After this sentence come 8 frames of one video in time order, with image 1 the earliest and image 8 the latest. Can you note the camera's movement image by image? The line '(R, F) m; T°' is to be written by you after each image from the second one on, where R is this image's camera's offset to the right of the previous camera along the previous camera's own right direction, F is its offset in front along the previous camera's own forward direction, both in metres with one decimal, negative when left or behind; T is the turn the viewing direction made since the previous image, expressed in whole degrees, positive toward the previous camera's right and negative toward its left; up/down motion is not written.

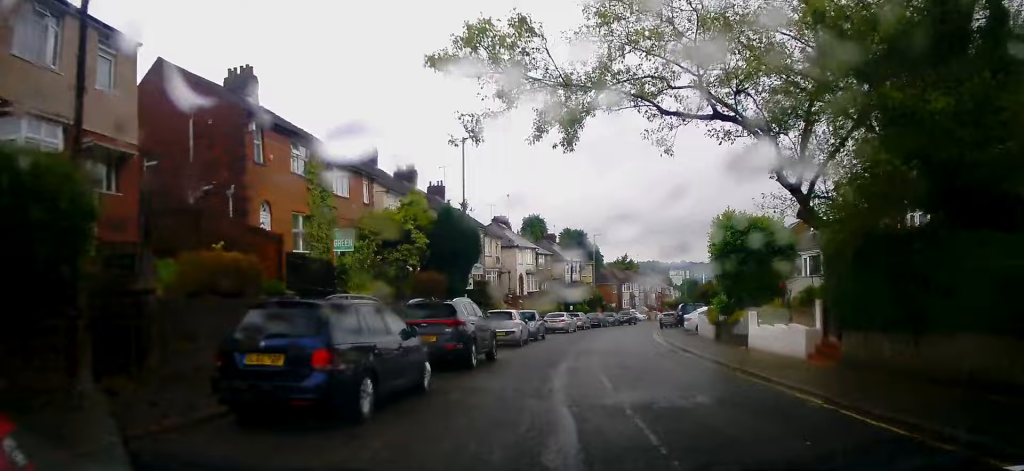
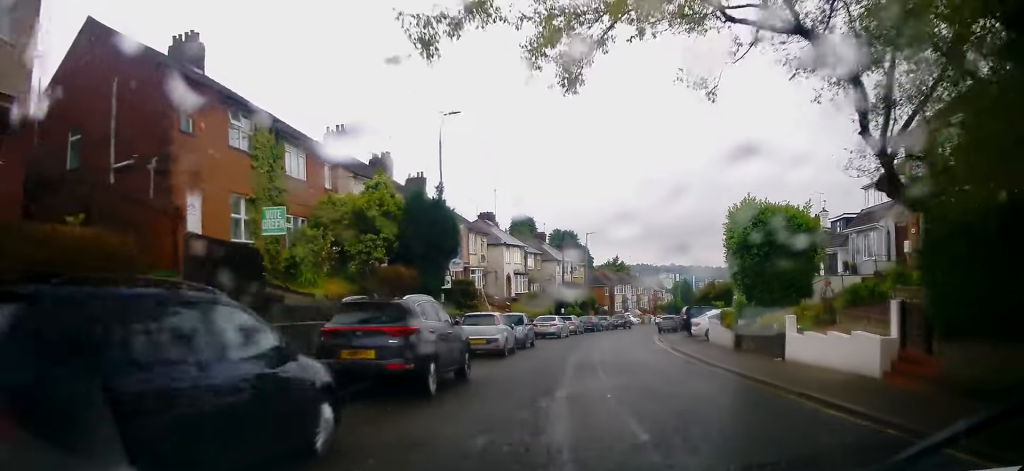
(+0.1, +4.1) m; +2°
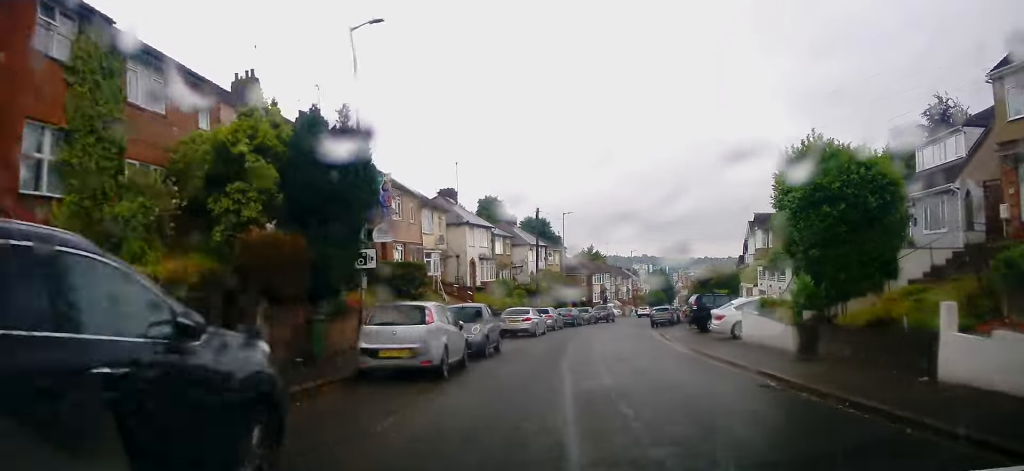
(+0.3, +8.1) m; +3°
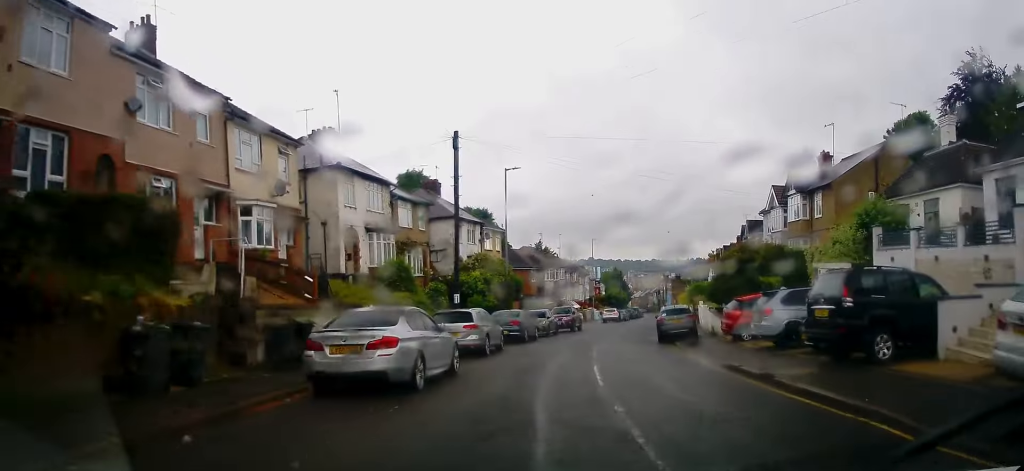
(+0.9, +18.8) m; +4°
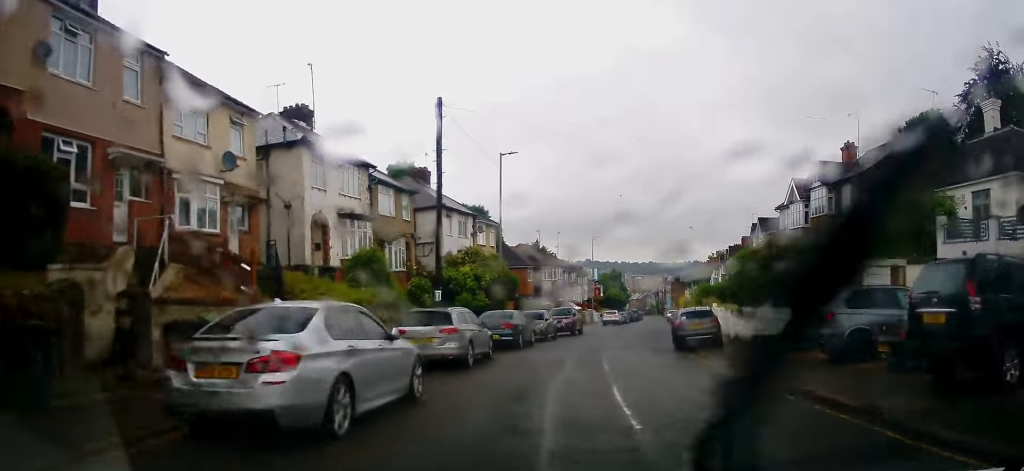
(0.0, +3.9) m; 0°
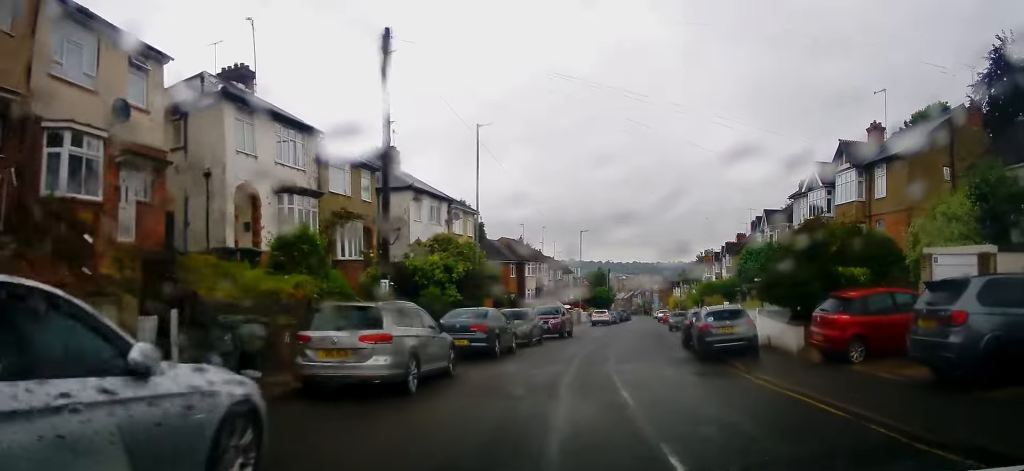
(0.0, +5.1) m; +1°
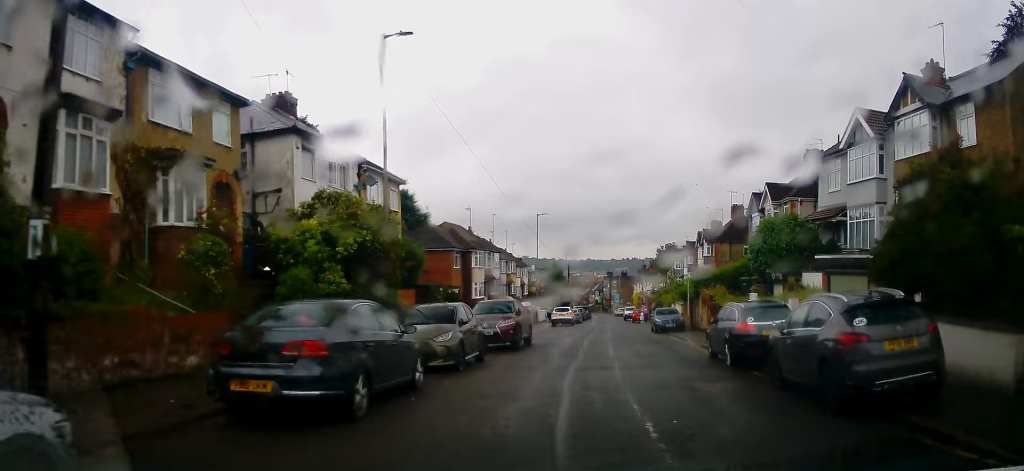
(+0.3, +9.7) m; +5°
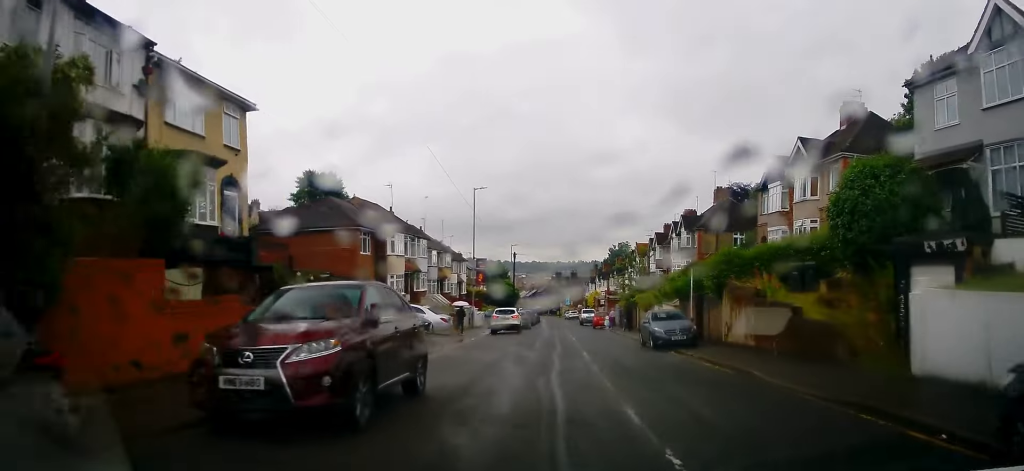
(+1.0, +12.8) m; +5°
